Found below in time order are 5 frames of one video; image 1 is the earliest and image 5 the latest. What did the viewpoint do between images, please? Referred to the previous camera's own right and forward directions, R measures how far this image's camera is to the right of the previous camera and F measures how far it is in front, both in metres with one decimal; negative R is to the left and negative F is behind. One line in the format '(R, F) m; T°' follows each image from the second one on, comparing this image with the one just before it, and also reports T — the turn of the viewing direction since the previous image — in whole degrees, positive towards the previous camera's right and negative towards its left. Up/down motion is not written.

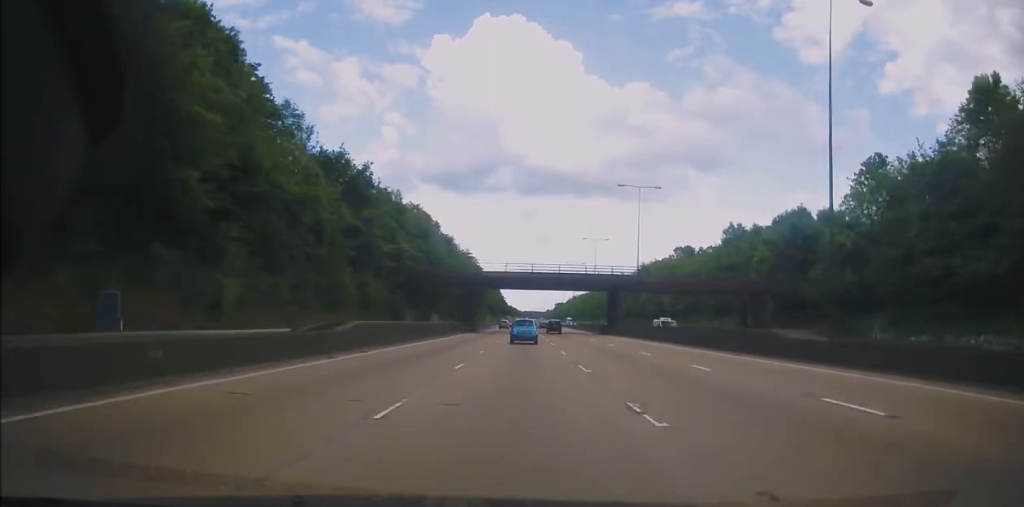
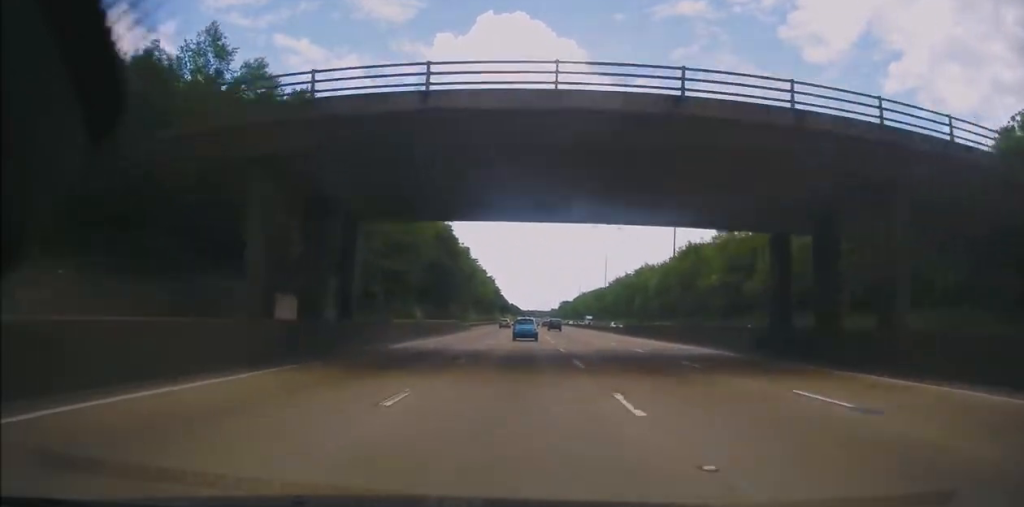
(+0.2, +53.1) m; +1°
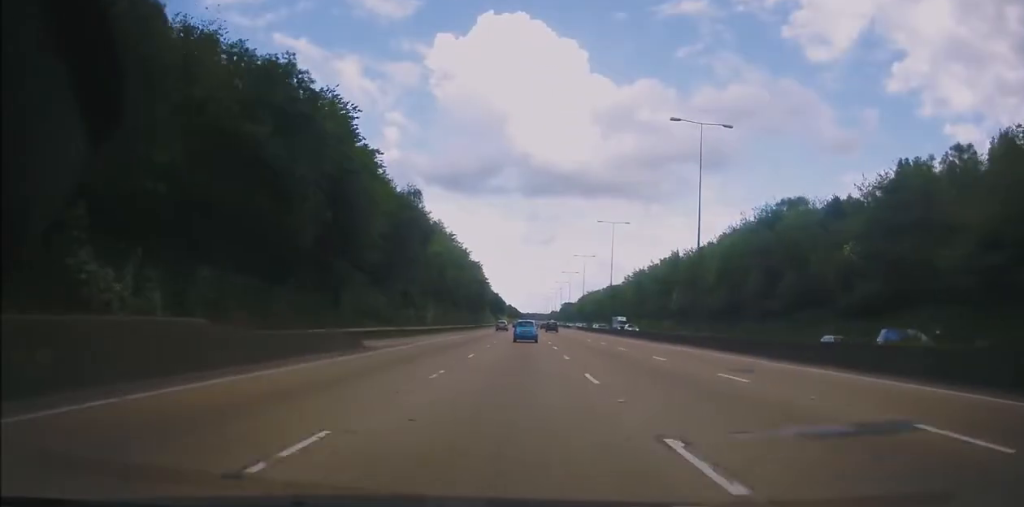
(-0.6, +47.9) m; -1°
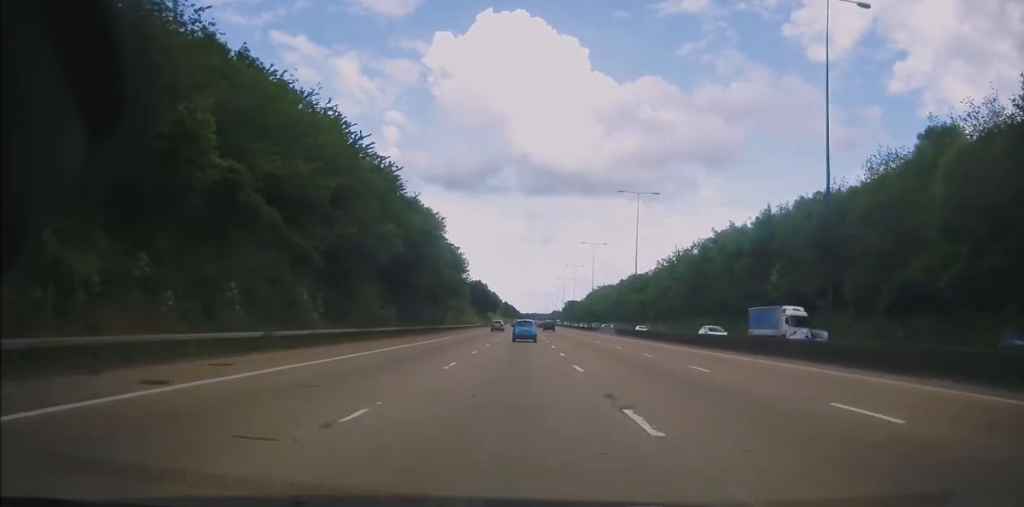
(+0.5, +59.5) m; +1°
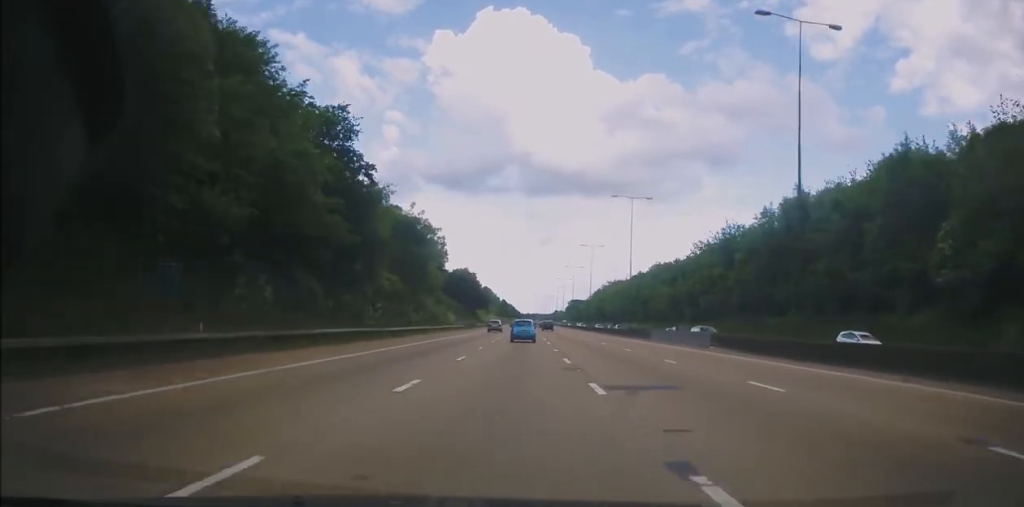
(-0.1, +38.5) m; 0°
